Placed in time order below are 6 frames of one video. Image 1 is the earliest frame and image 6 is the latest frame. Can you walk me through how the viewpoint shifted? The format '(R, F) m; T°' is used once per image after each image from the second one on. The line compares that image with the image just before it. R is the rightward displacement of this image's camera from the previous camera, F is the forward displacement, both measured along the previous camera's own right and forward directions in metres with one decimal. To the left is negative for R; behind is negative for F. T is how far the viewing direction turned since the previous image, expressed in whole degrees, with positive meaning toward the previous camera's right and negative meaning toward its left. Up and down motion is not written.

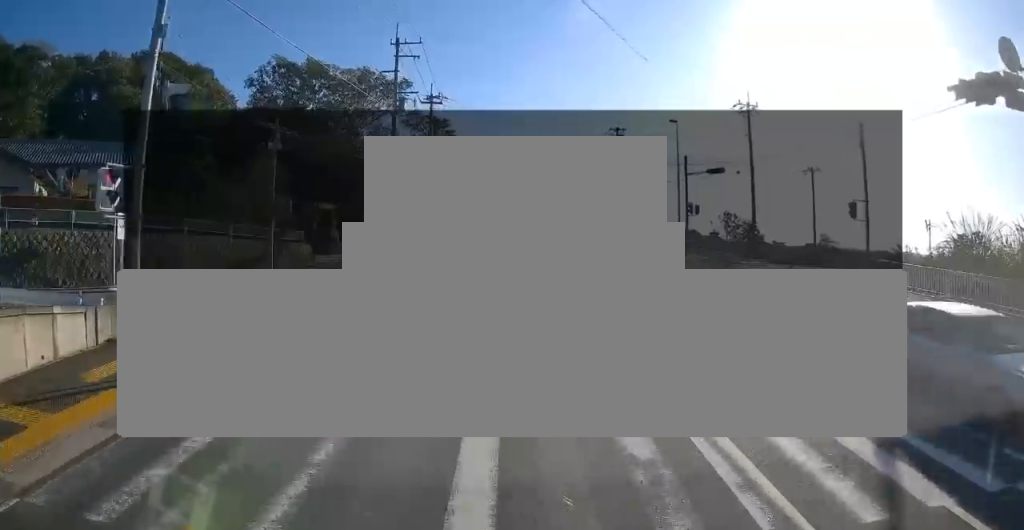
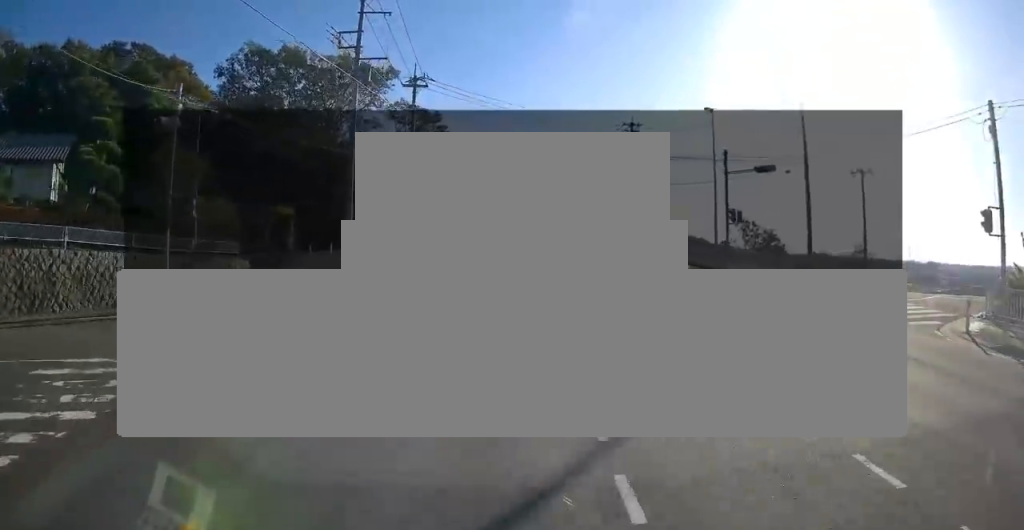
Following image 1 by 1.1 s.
(0.0, +8.0) m; 0°
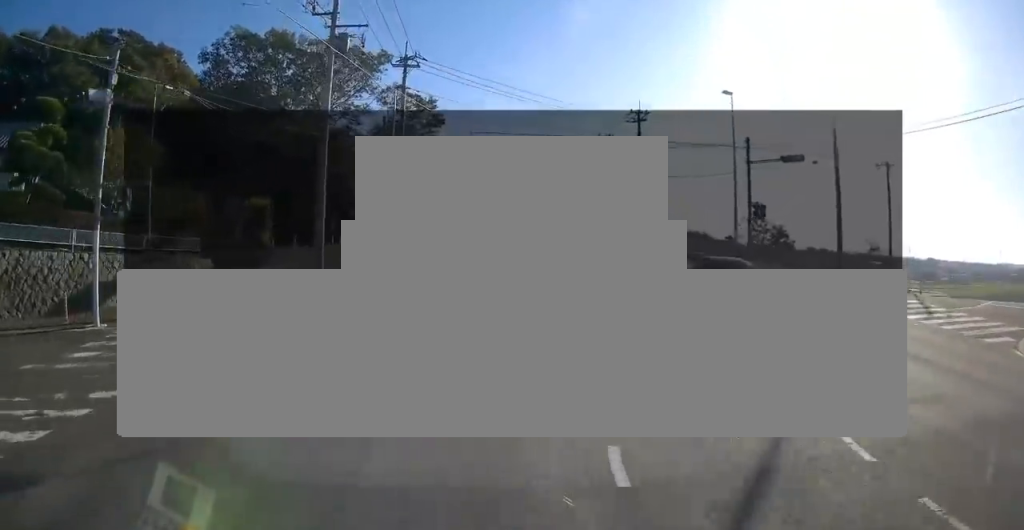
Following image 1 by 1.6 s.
(0.0, +3.2) m; 0°
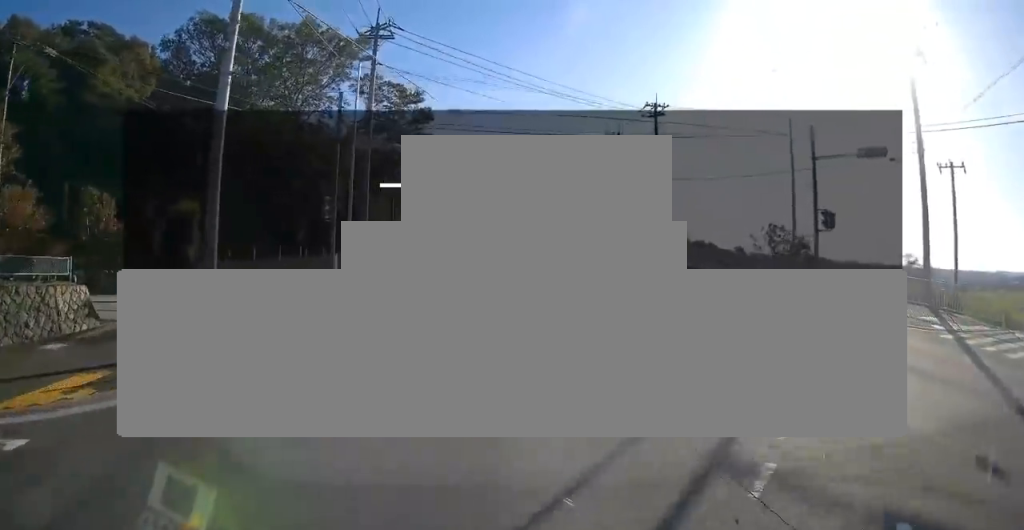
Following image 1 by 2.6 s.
(0.0, +7.2) m; +1°
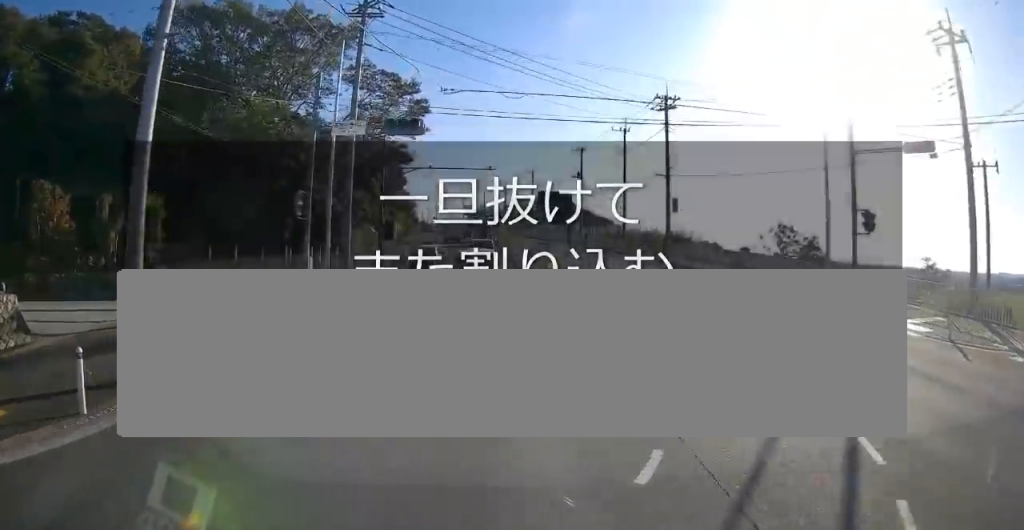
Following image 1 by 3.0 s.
(0.0, +2.8) m; 0°
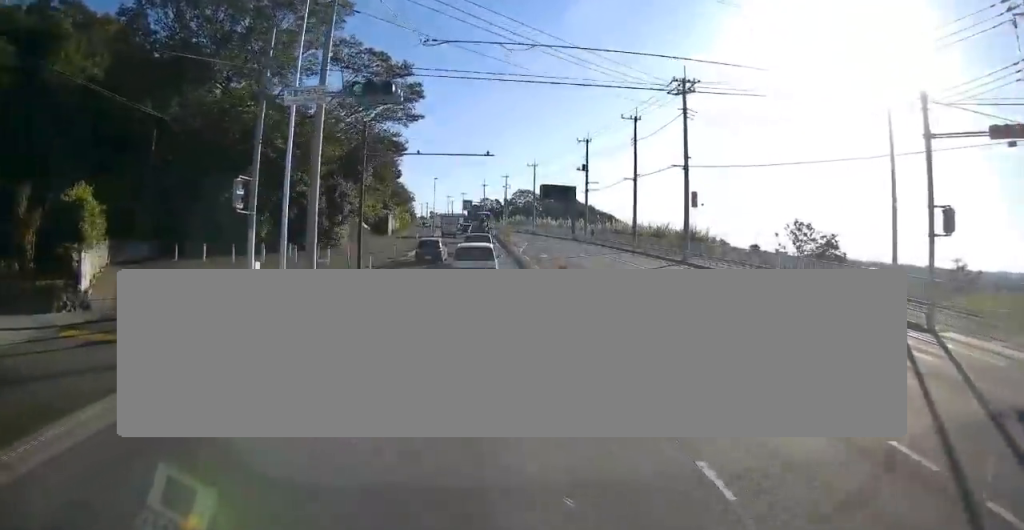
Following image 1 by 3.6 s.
(+0.1, +4.1) m; 0°
